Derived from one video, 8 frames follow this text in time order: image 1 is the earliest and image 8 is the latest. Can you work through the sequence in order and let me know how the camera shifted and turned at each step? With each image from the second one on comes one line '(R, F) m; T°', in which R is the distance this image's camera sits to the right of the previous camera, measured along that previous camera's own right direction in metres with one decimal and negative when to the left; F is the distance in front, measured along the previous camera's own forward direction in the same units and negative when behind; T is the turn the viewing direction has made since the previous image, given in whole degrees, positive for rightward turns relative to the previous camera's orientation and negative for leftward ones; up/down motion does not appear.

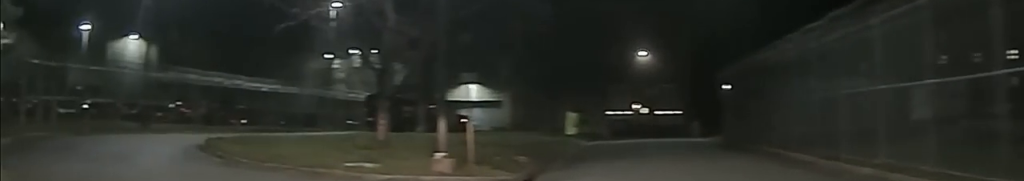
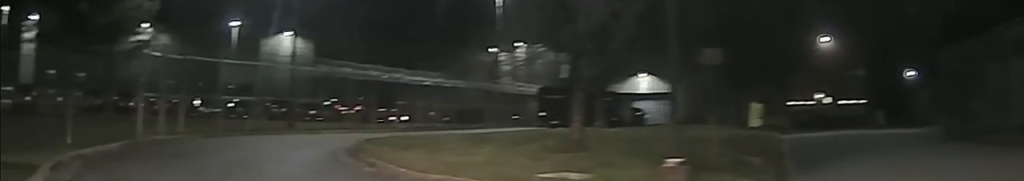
(-0.3, +5.2) m; -6°
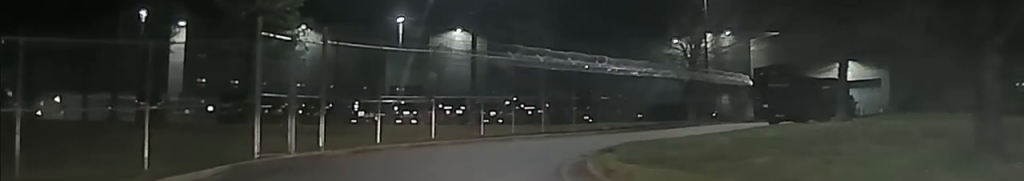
(-0.7, +9.4) m; -7°
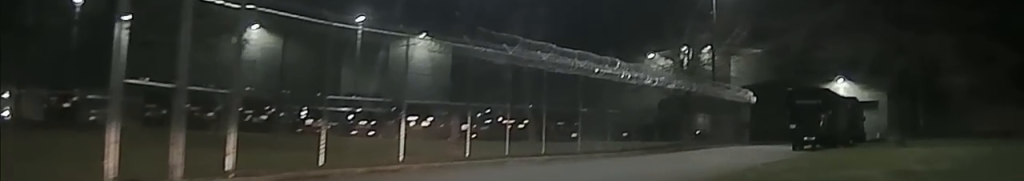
(0.0, +10.9) m; +5°
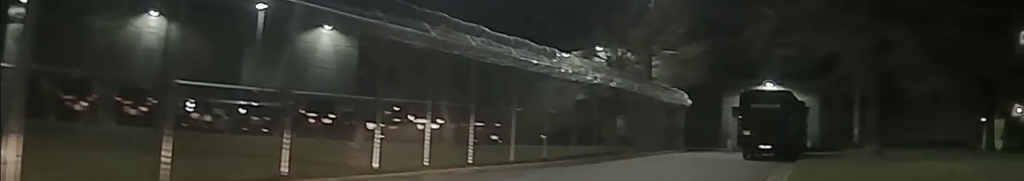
(0.0, +6.4) m; +10°
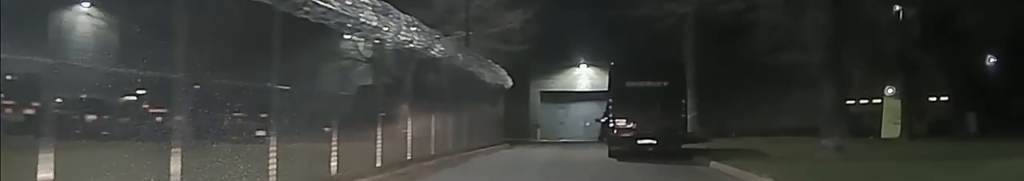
(+2.7, +11.8) m; +16°
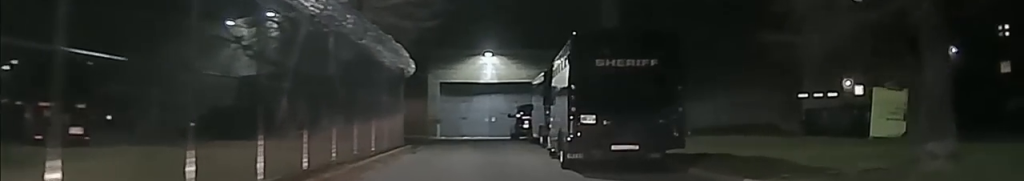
(+0.4, +9.2) m; +5°
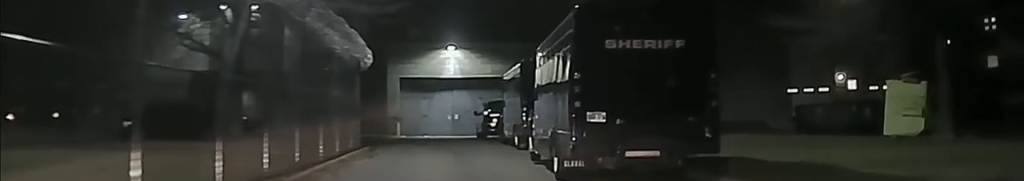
(+0.1, +4.2) m; +3°
